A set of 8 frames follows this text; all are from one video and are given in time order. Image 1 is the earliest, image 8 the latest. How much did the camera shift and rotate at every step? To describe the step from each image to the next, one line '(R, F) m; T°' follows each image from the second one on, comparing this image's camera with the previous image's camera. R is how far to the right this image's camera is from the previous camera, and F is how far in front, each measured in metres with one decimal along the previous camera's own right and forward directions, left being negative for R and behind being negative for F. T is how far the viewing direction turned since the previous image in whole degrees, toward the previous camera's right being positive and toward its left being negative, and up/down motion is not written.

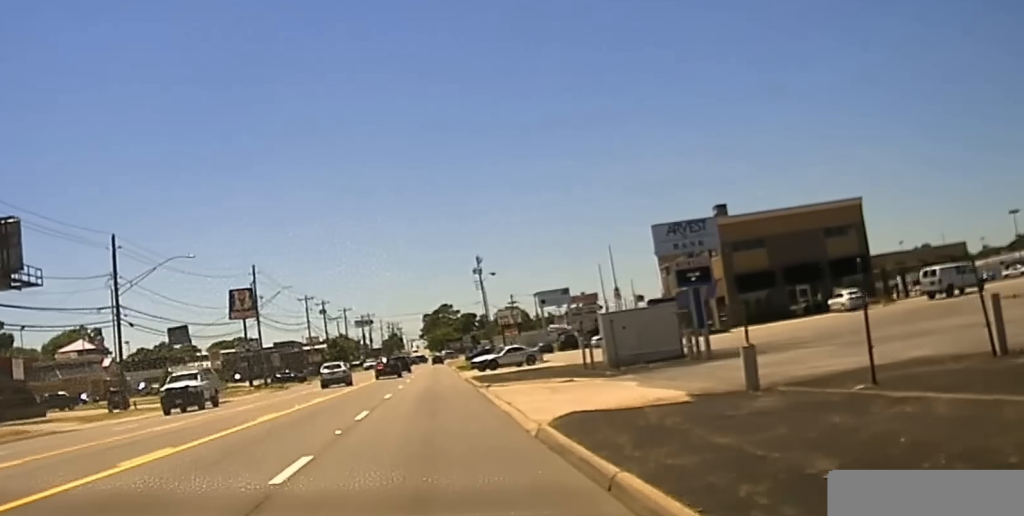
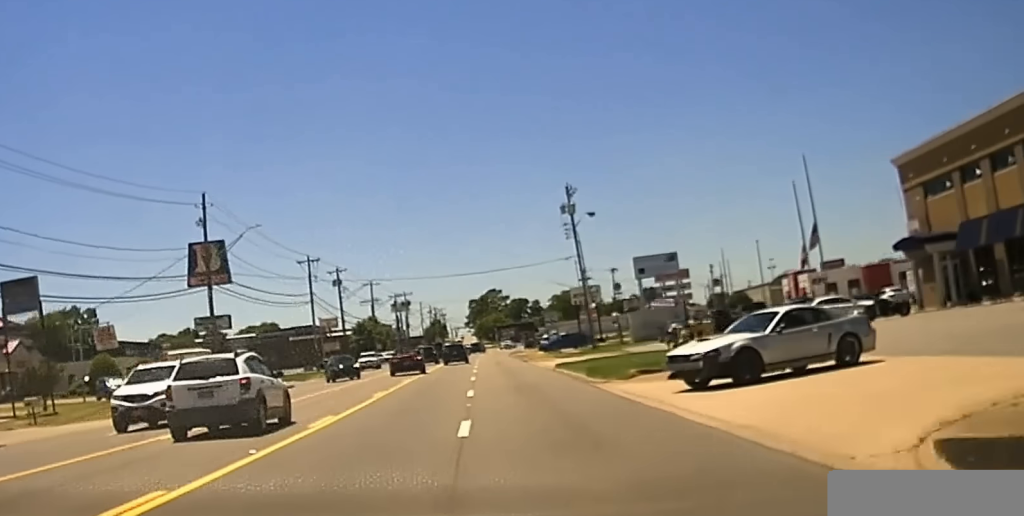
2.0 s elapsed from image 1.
(-1.6, +44.1) m; -3°
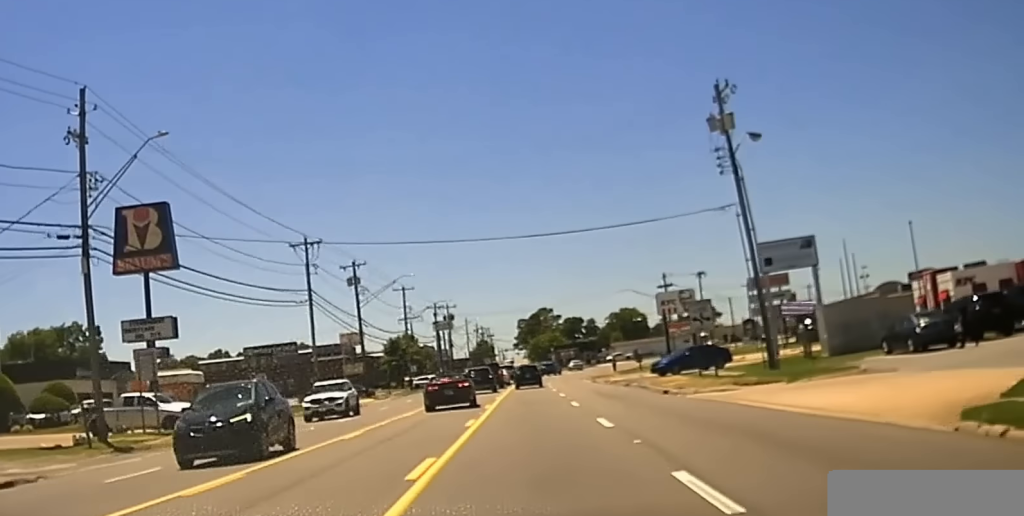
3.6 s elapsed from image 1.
(+0.3, +29.8) m; 0°
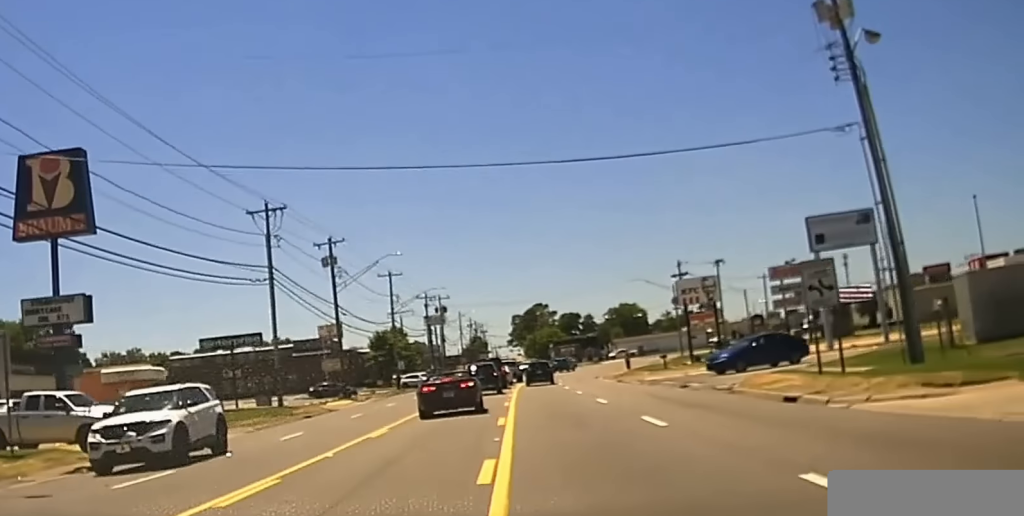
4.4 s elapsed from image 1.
(-0.1, +13.6) m; -1°
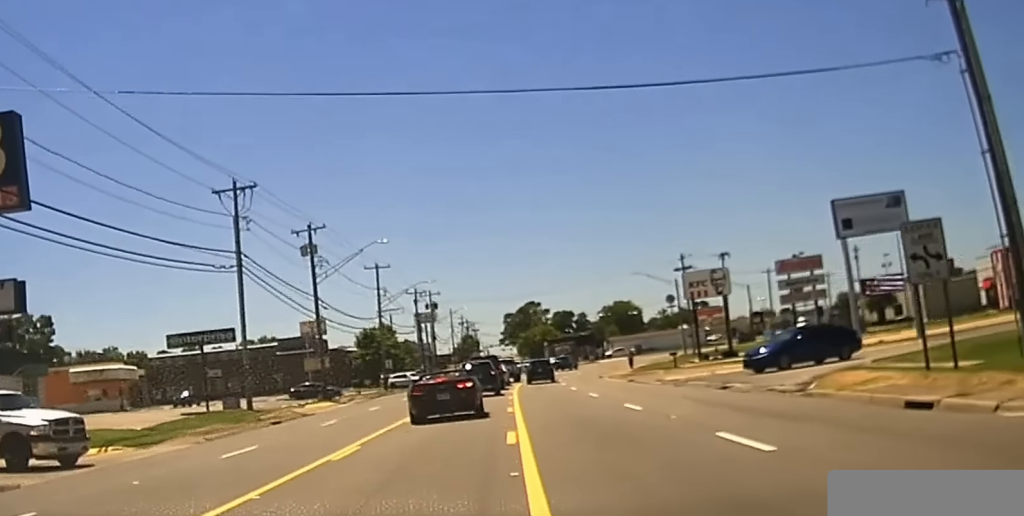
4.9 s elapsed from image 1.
(-0.3, +7.5) m; 0°
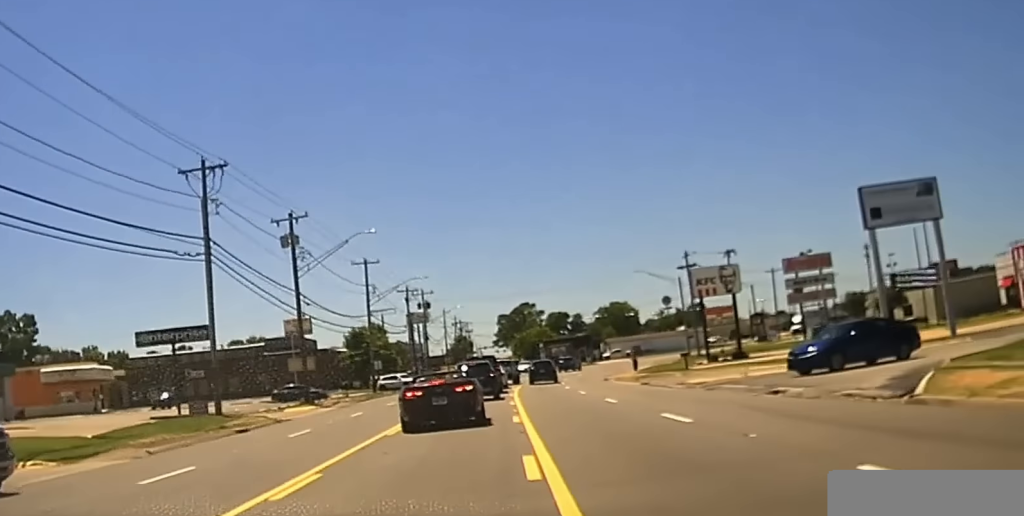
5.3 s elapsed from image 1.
(+0.1, +4.8) m; +1°
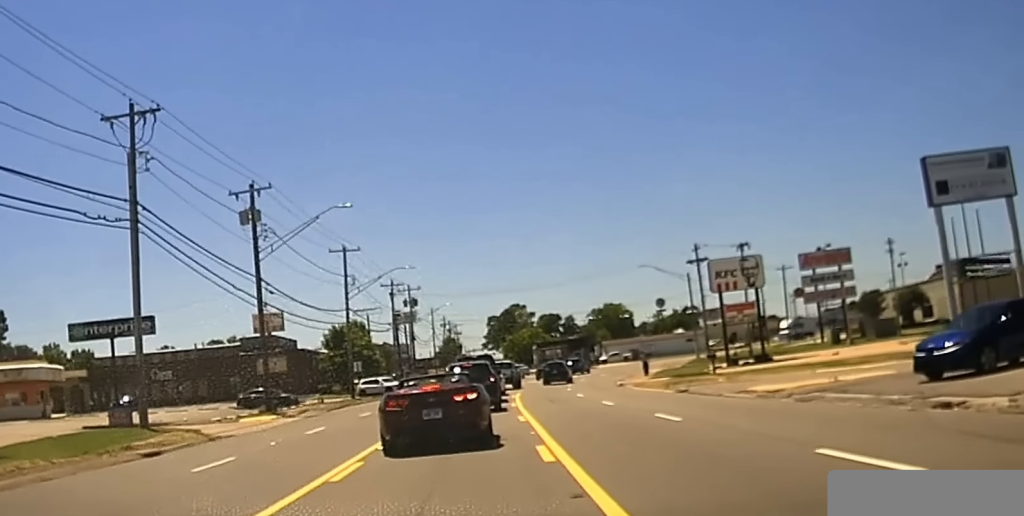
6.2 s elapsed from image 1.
(+0.2, +9.7) m; +2°
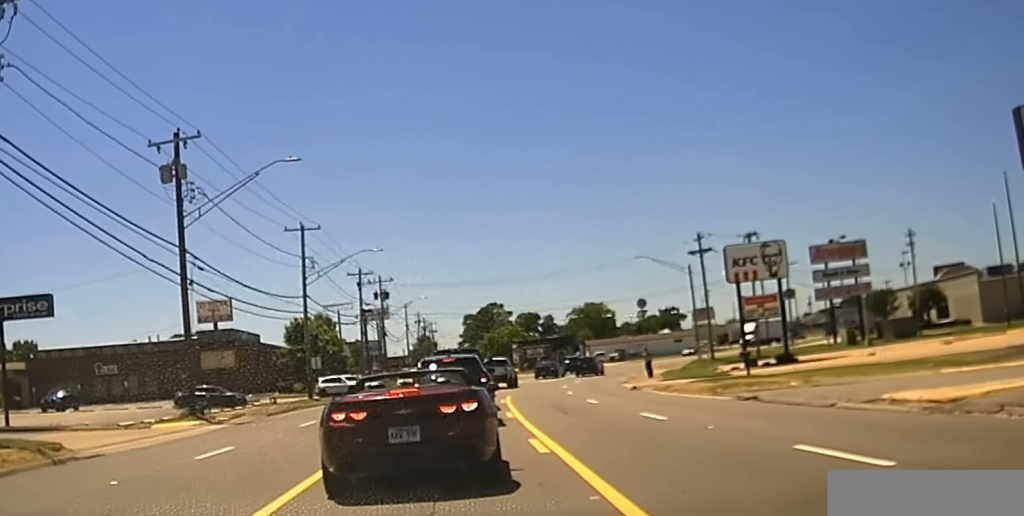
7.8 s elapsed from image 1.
(0.0, +10.8) m; 0°
